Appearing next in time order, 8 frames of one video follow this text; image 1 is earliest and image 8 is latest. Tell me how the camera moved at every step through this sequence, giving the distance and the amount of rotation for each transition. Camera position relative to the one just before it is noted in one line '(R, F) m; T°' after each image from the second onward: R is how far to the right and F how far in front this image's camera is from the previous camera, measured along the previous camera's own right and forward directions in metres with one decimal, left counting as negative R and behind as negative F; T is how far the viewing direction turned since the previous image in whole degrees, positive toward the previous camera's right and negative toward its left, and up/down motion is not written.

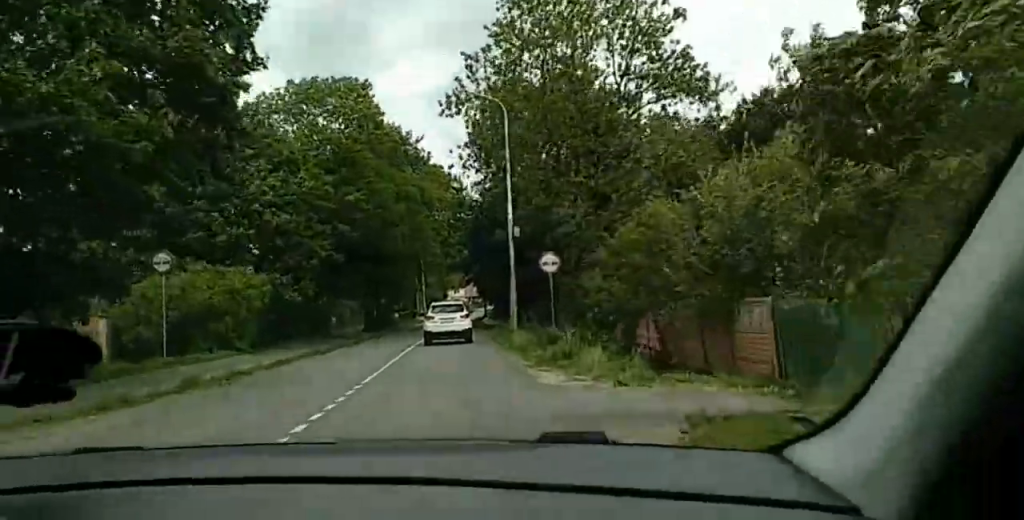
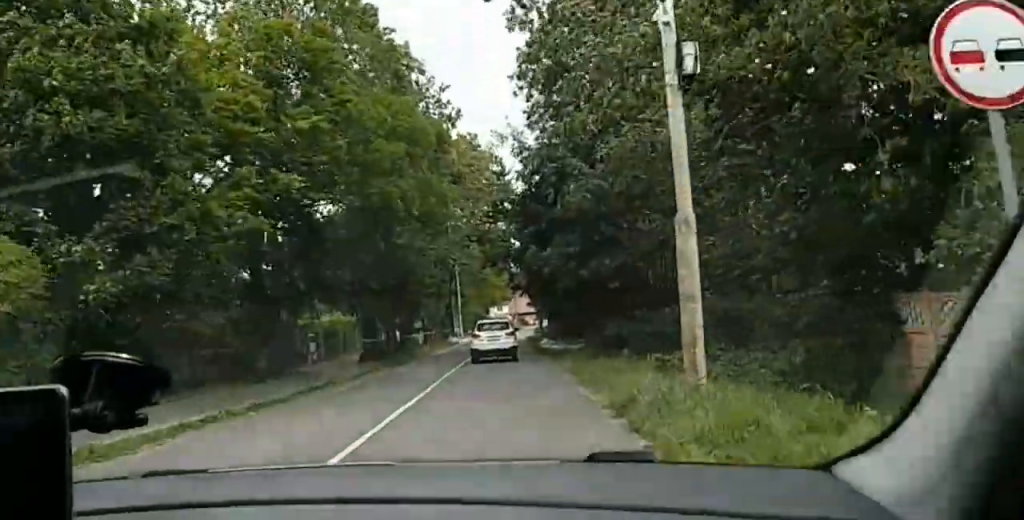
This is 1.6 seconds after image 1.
(0.0, +20.0) m; 0°
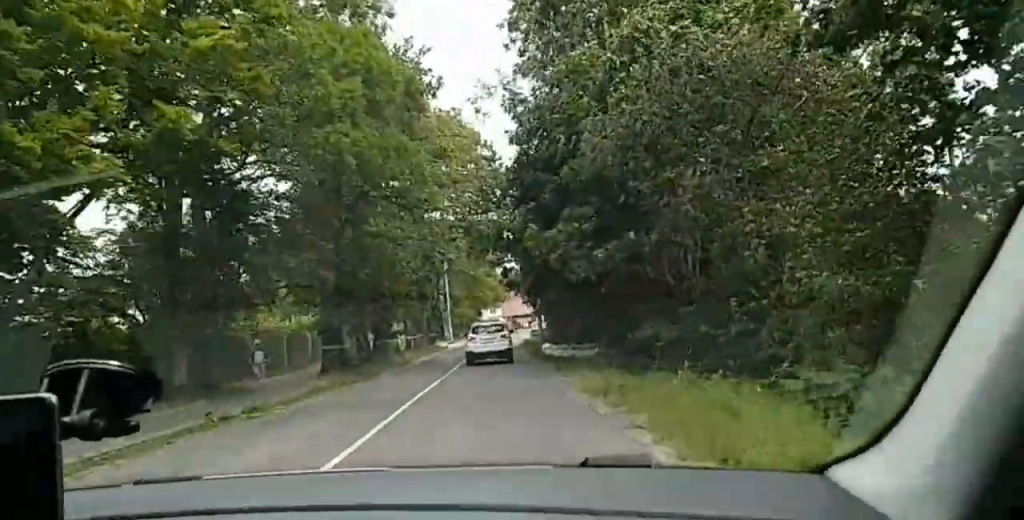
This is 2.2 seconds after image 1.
(0.0, +7.4) m; -1°
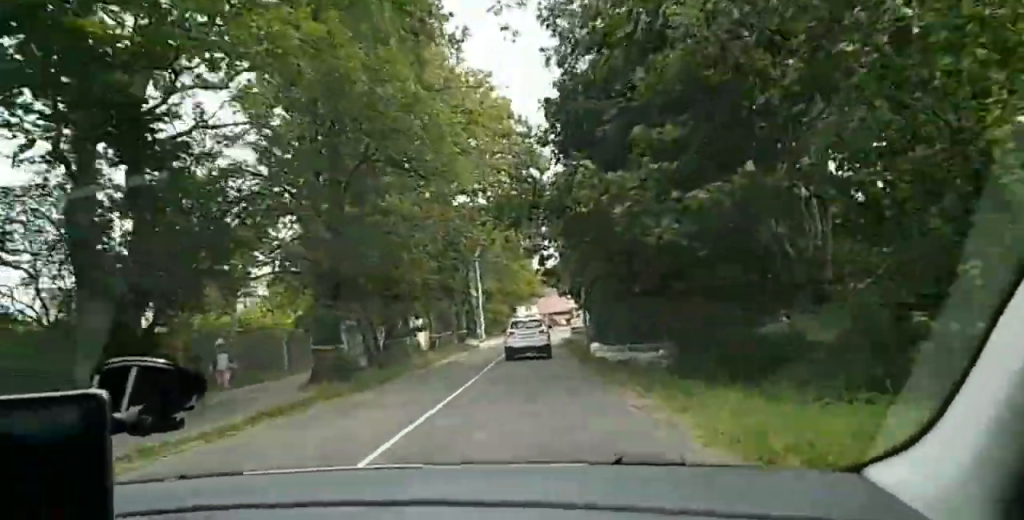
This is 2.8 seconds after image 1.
(0.0, +6.9) m; -1°
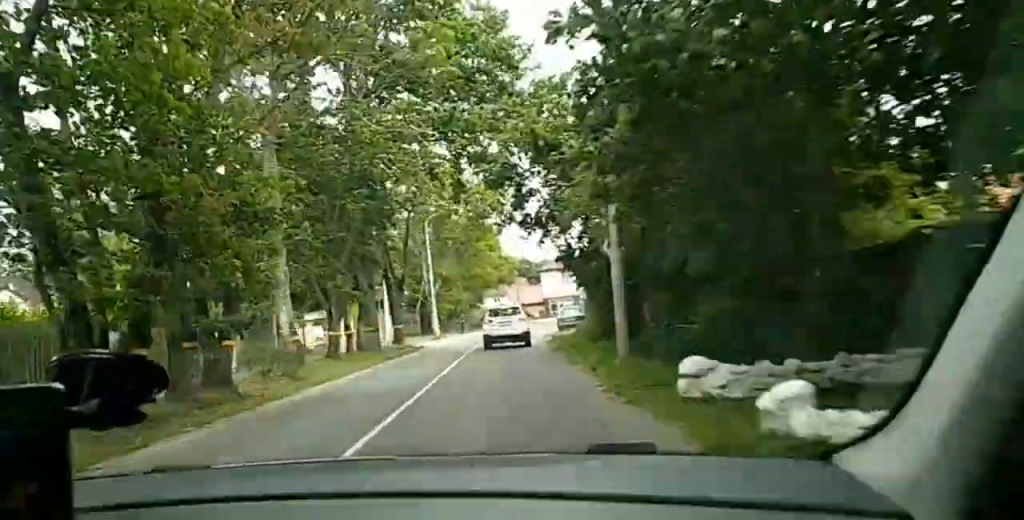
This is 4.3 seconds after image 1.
(-0.4, +18.8) m; 0°
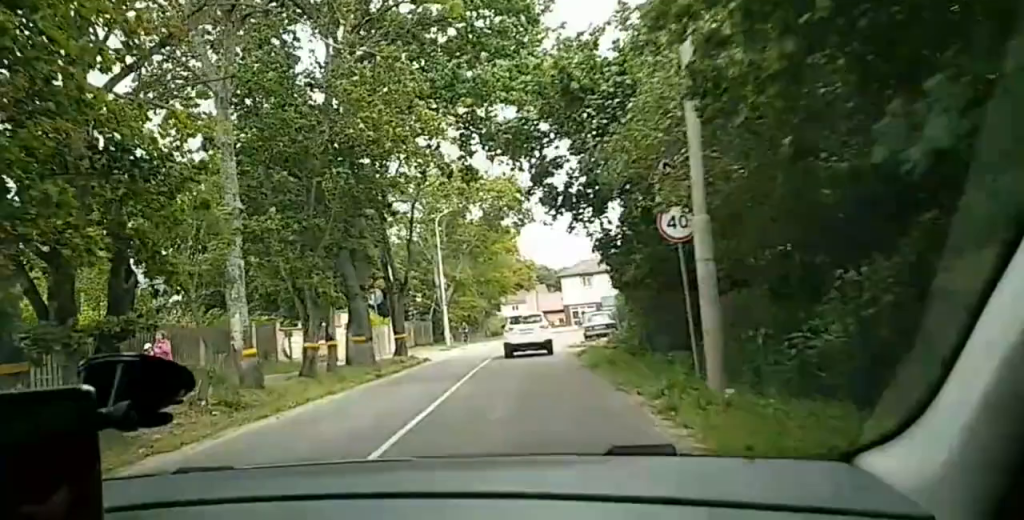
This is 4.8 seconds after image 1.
(0.0, +5.6) m; +1°
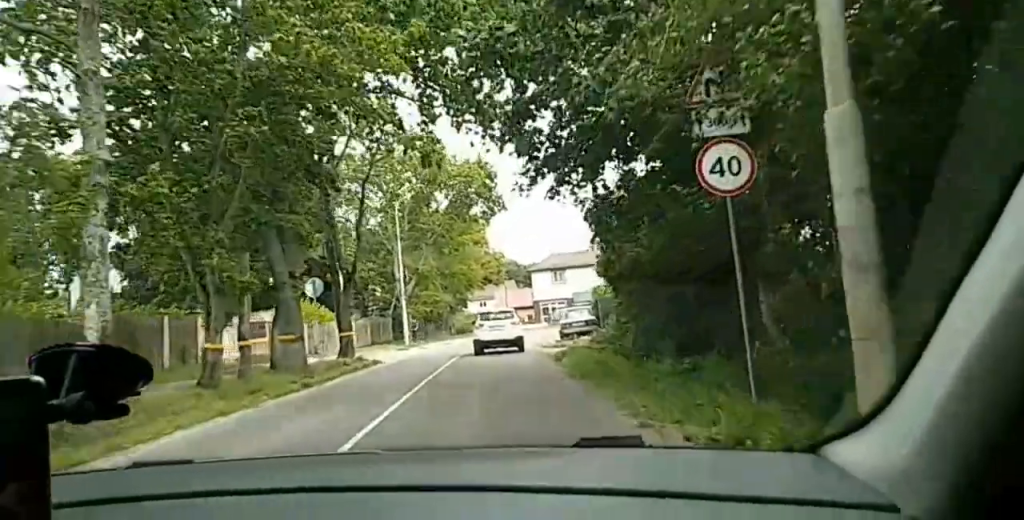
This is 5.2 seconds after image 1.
(+0.1, +4.6) m; 0°
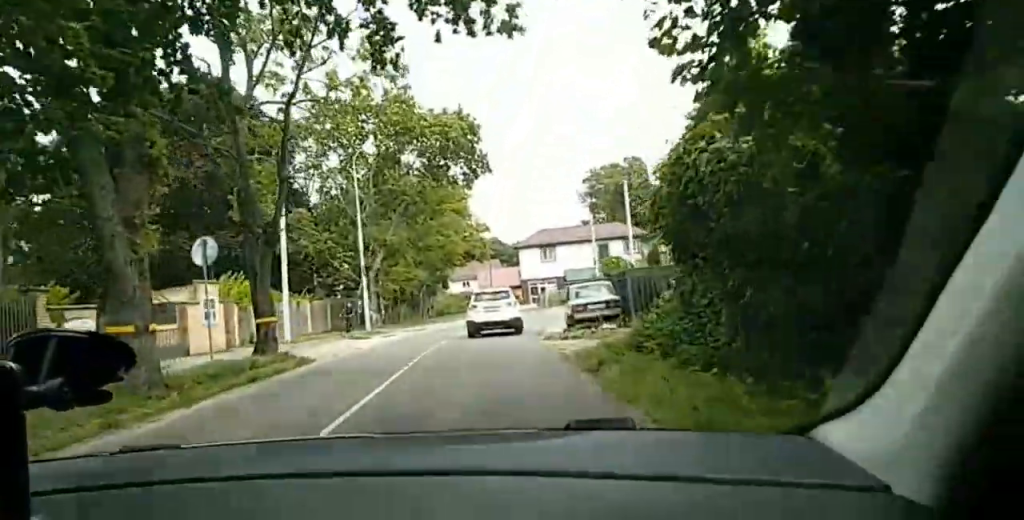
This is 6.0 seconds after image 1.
(+0.1, +9.1) m; +1°
